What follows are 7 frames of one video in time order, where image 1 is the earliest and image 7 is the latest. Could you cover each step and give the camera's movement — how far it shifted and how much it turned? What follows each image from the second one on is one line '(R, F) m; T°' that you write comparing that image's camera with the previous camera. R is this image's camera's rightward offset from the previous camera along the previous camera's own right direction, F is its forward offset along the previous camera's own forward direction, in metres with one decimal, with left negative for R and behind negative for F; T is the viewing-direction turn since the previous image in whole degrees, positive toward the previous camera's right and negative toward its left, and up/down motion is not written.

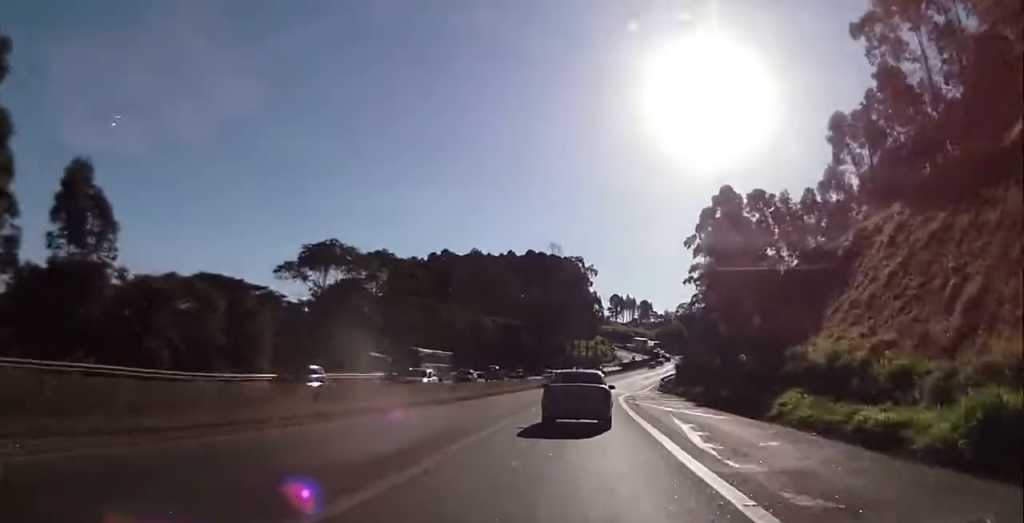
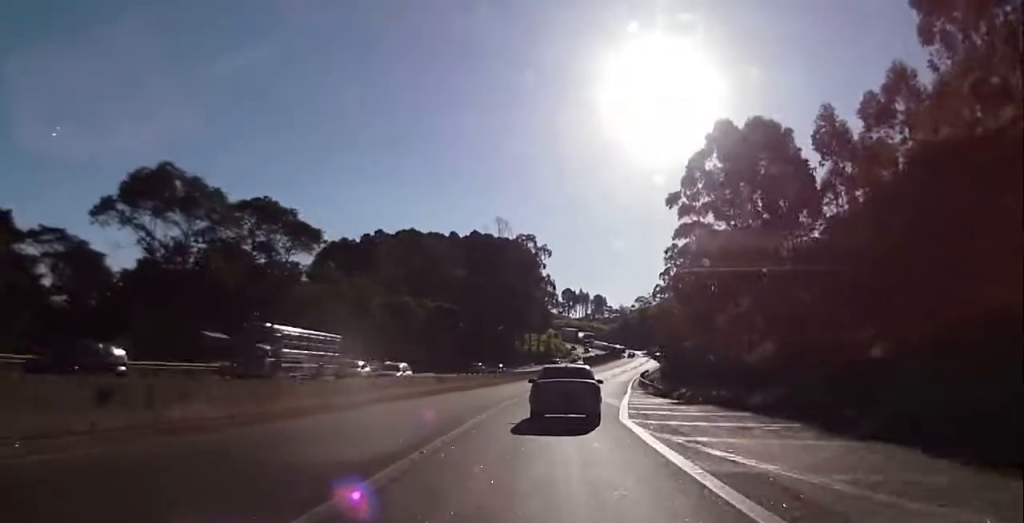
(+1.8, +24.2) m; +6°
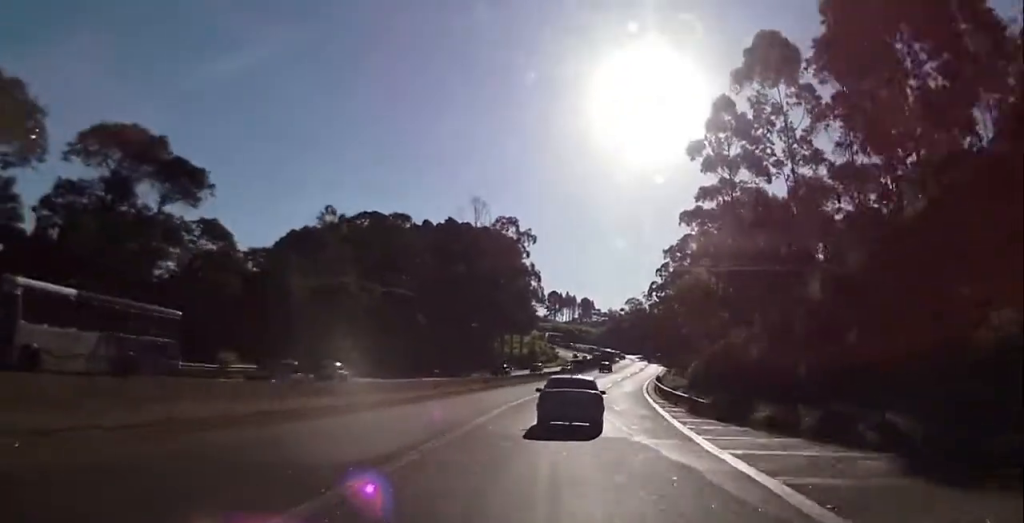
(+0.3, +21.0) m; +1°
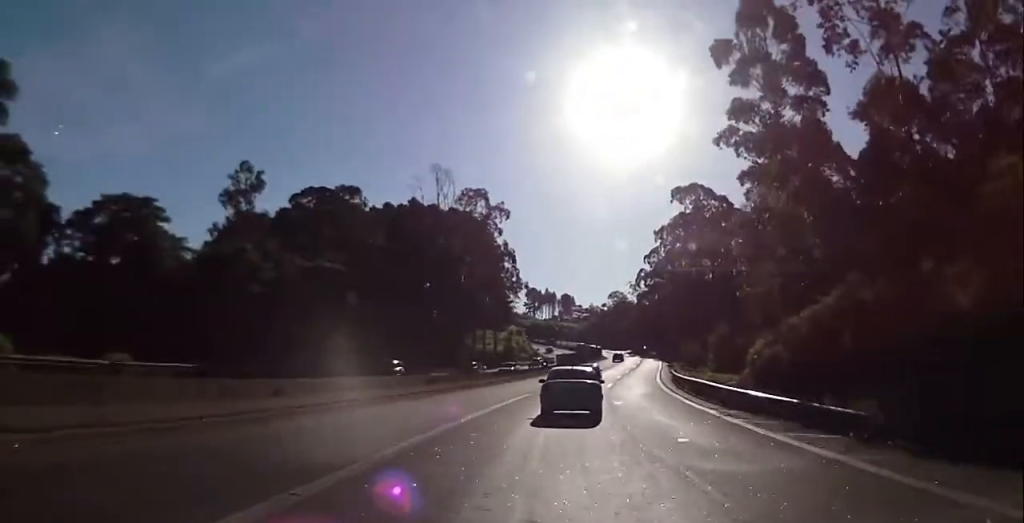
(+0.1, +18.8) m; +2°
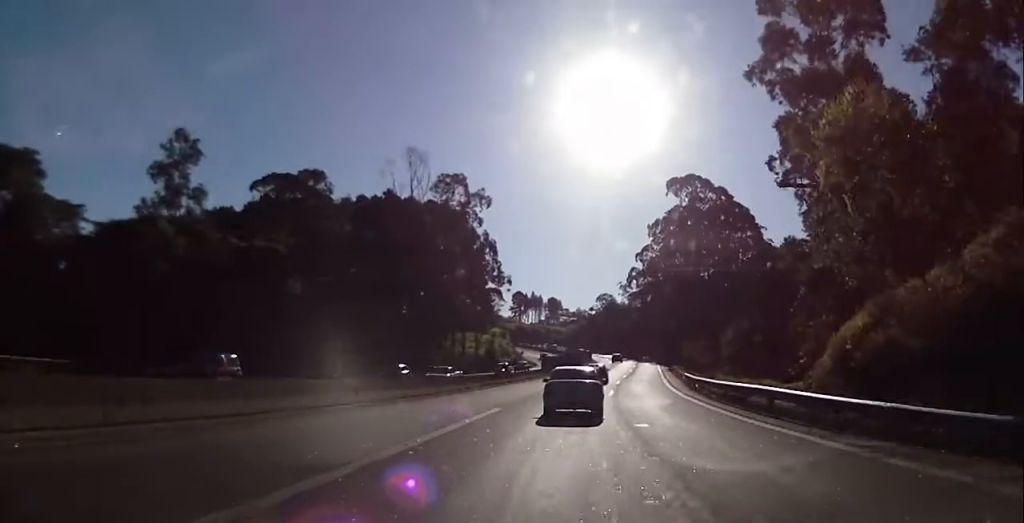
(+0.2, +10.5) m; +2°
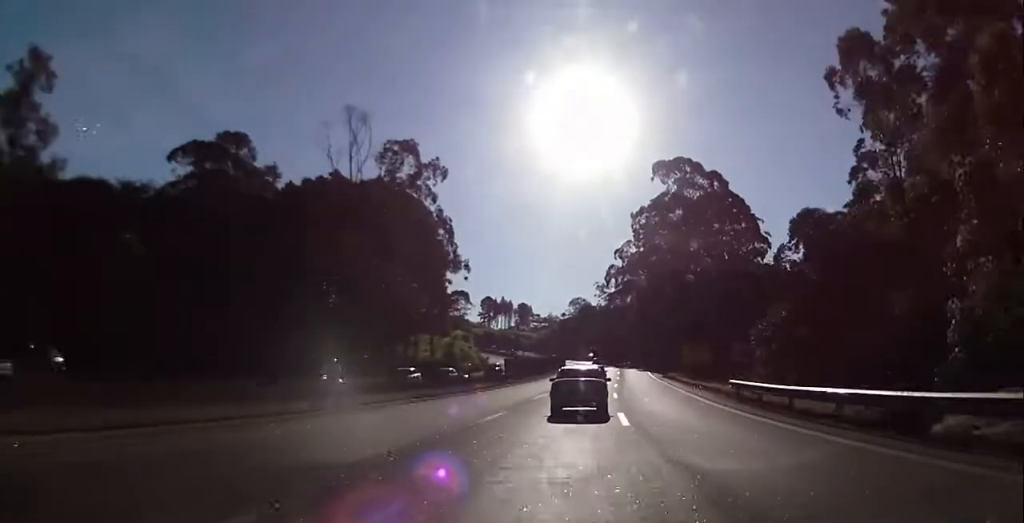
(+0.4, +17.1) m; +2°
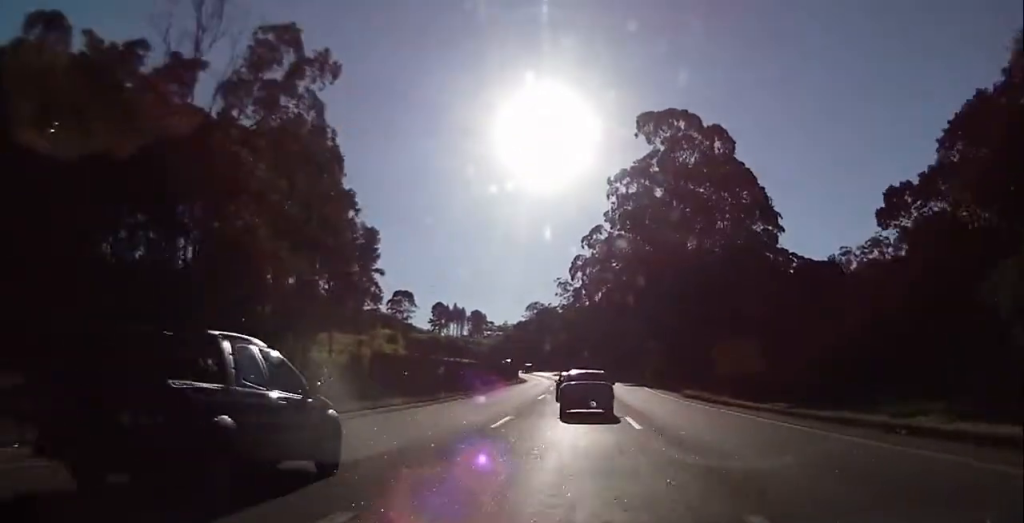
(+0.2, +29.3) m; +2°
